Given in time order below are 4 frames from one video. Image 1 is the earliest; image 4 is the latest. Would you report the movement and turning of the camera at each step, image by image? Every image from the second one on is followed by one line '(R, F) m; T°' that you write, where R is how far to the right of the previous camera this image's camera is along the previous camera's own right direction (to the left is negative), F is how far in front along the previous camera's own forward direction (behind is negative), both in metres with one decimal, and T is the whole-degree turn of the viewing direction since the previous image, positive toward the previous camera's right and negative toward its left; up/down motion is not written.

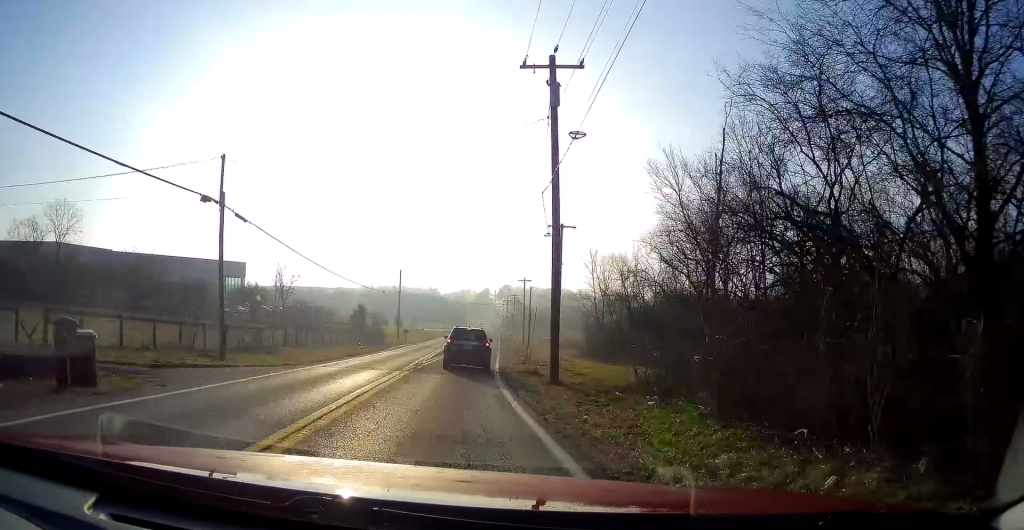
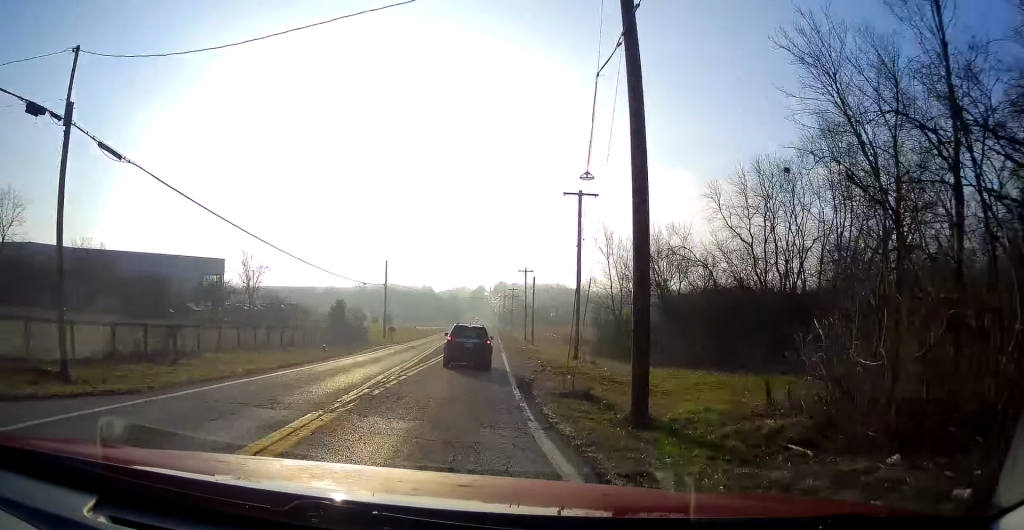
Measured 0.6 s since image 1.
(+0.1, +10.6) m; +1°
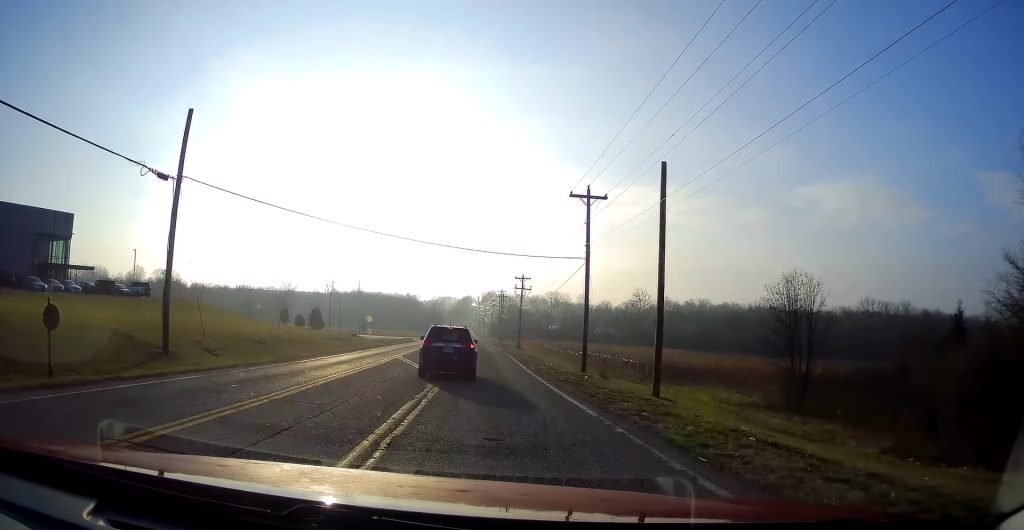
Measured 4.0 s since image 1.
(+1.4, +56.3) m; +3°
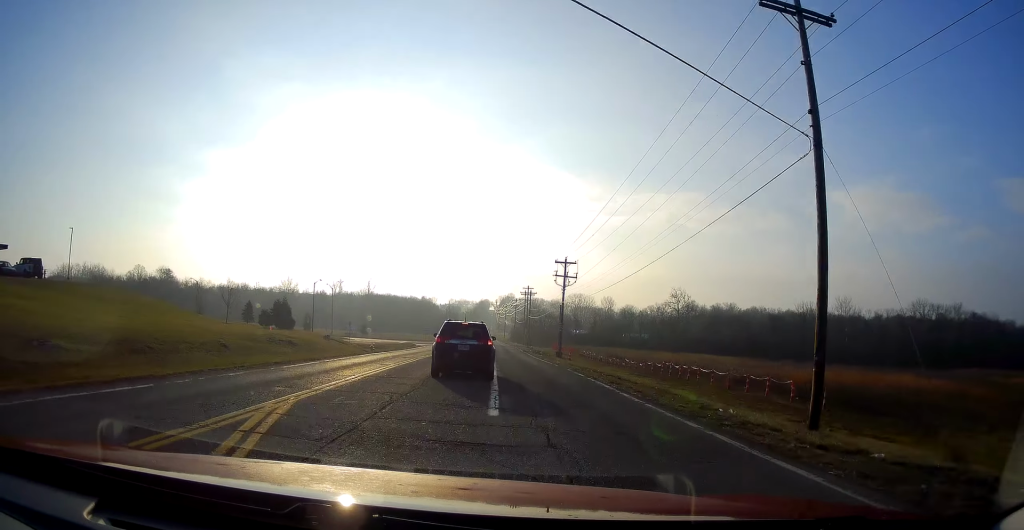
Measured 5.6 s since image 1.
(-0.1, +24.3) m; -1°
